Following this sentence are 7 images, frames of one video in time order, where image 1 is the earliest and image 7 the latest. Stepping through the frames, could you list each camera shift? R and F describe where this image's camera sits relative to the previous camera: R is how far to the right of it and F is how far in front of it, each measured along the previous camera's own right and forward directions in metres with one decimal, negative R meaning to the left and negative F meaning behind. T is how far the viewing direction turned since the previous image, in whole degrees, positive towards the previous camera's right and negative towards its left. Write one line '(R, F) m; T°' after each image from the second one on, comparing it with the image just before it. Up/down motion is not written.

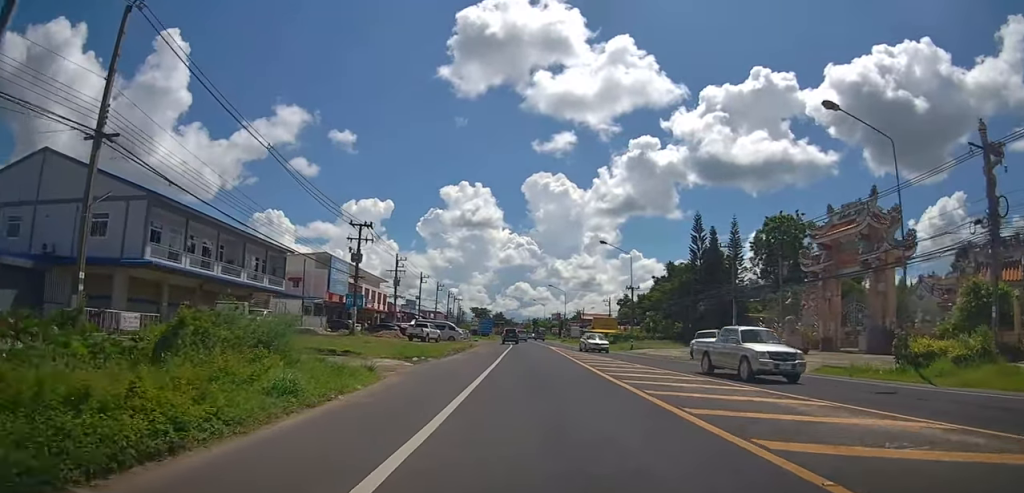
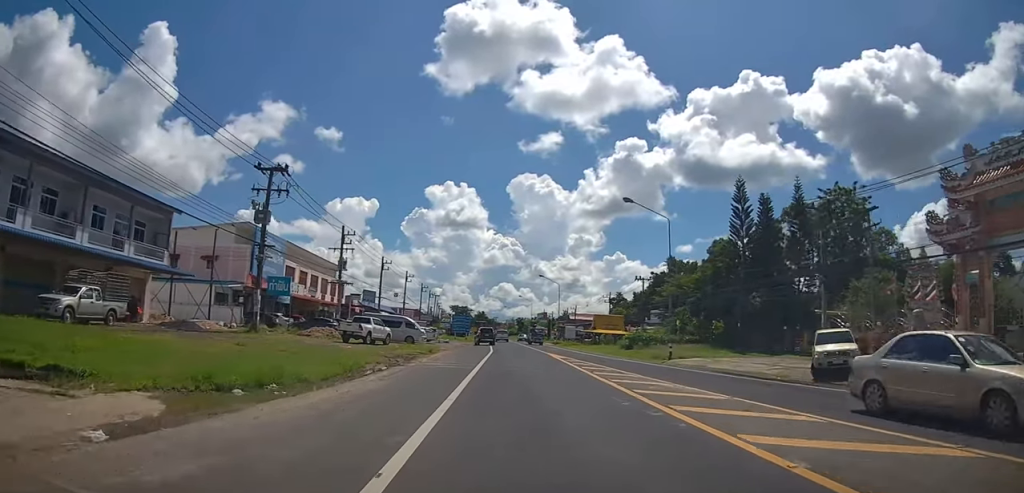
(+0.4, +16.9) m; 0°
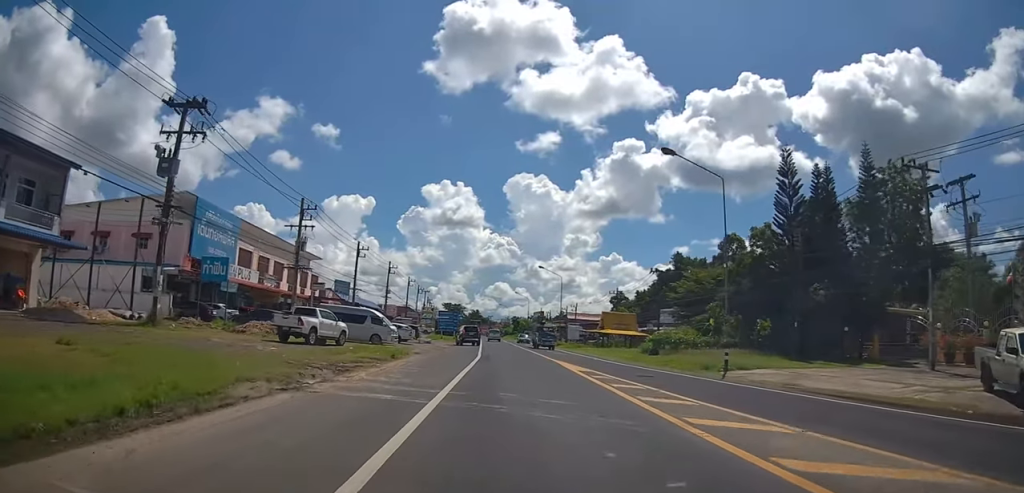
(-0.2, +9.8) m; +1°
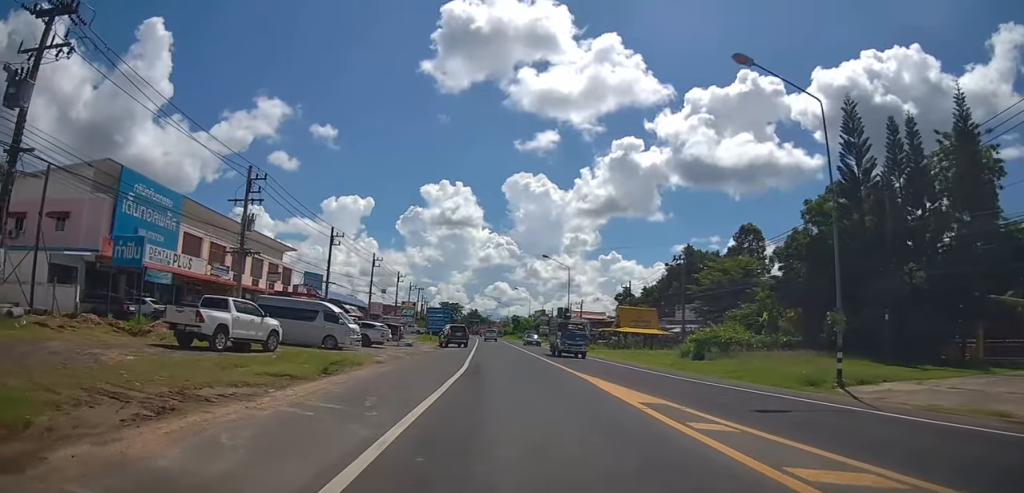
(+0.4, +9.1) m; +3°
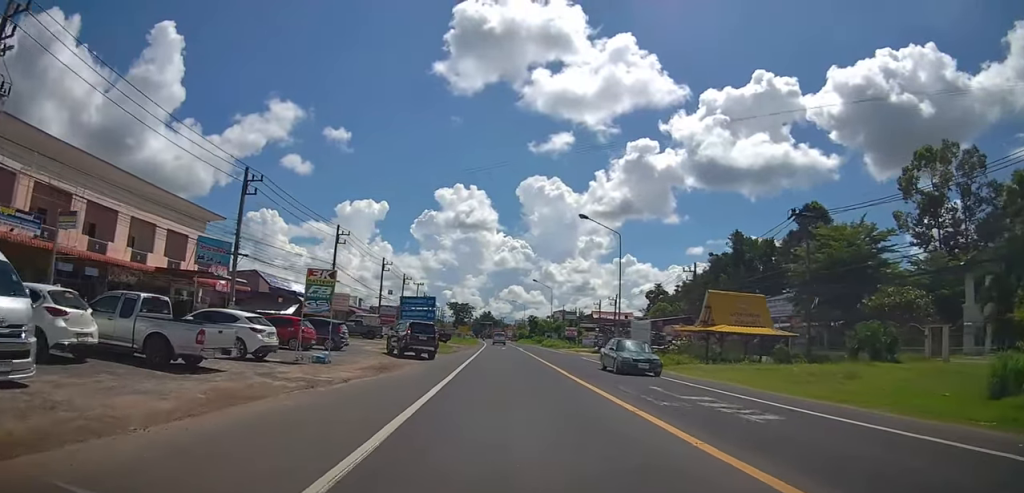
(-0.1, +21.3) m; -3°
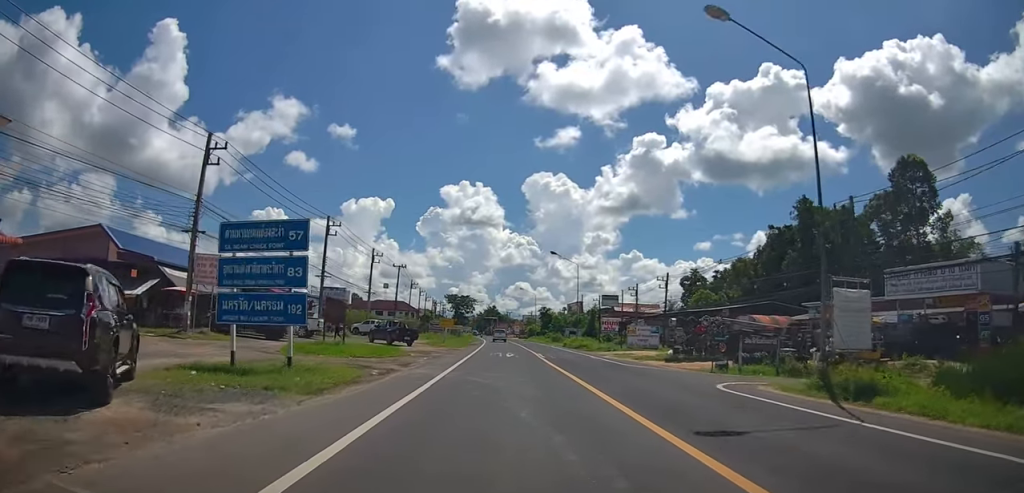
(-0.5, +25.3) m; -1°
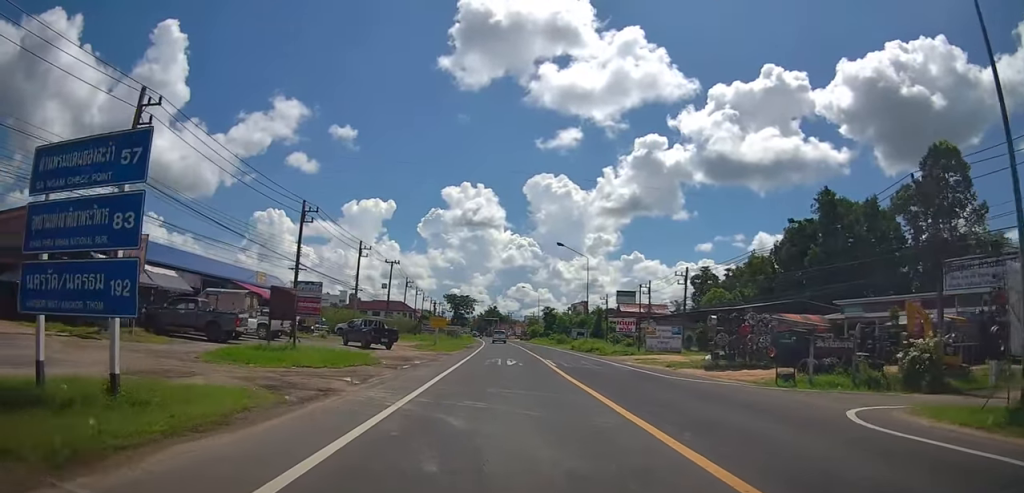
(+0.2, +6.5) m; 0°
